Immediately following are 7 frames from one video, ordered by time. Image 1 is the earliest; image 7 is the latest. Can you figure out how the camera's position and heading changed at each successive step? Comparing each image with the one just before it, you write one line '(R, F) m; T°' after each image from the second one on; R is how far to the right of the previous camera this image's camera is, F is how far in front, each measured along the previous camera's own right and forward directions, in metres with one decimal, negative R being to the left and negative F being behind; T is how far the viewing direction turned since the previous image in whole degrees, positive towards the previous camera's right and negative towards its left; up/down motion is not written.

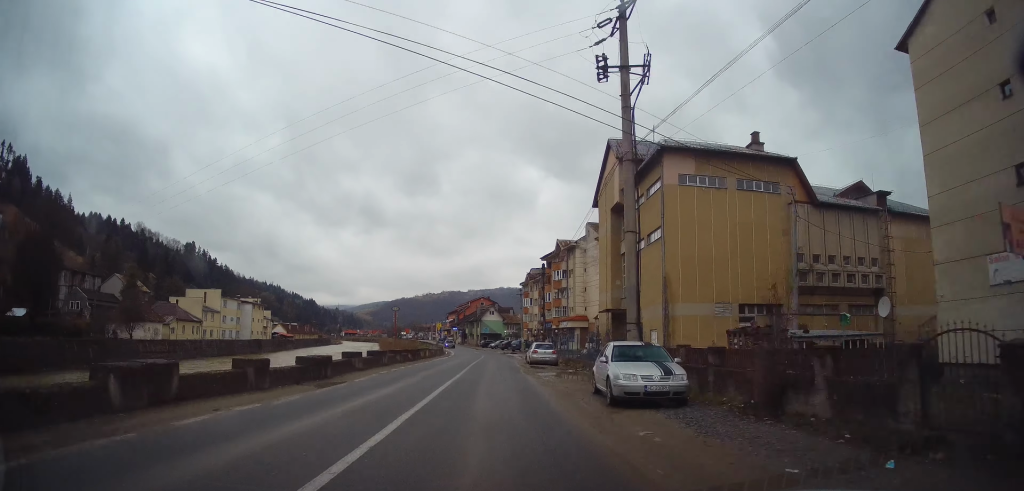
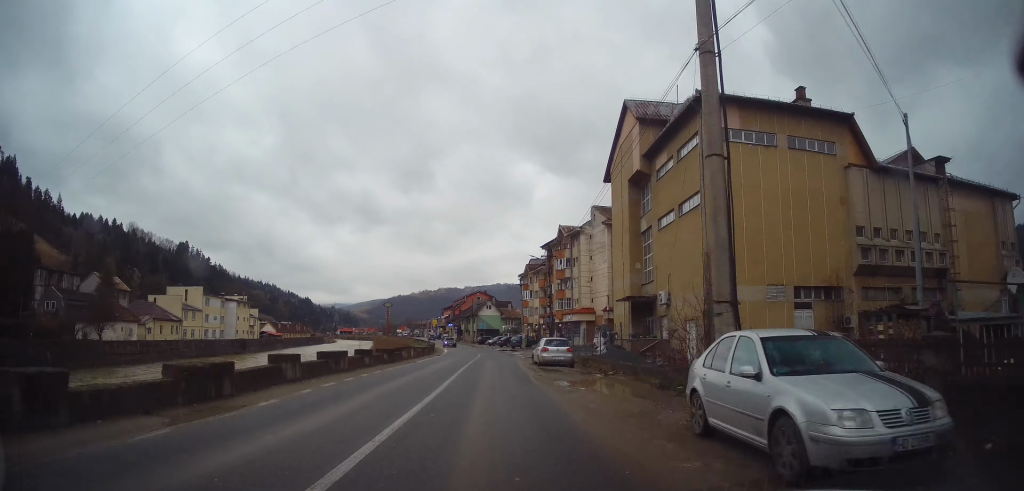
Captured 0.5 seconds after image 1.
(+0.3, +7.4) m; 0°
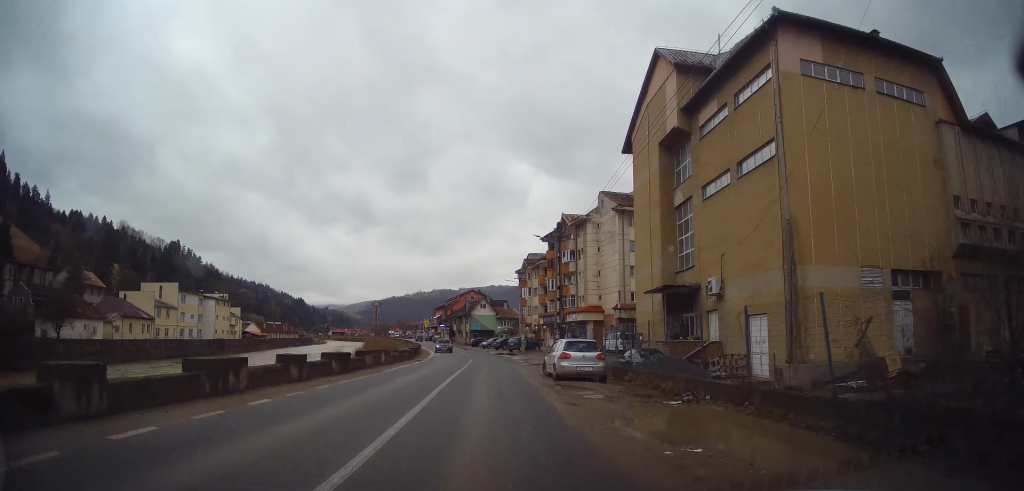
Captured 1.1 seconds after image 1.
(-0.1, +8.5) m; 0°
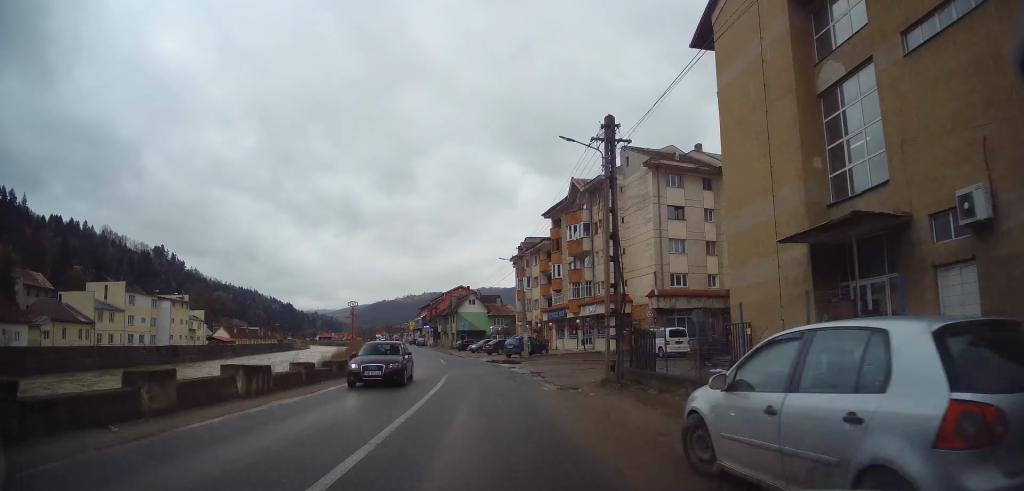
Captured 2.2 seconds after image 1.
(+0.1, +15.9) m; +1°
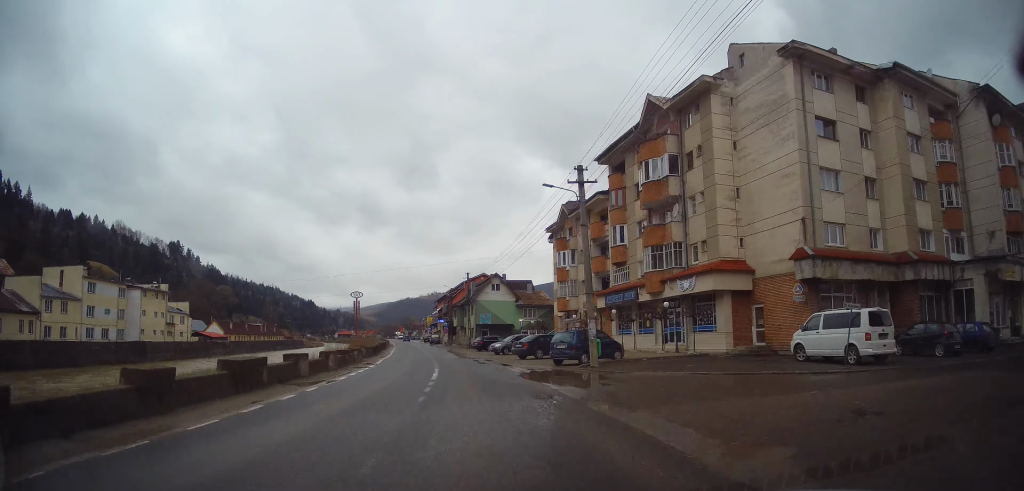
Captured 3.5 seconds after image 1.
(-0.2, +18.6) m; -2°
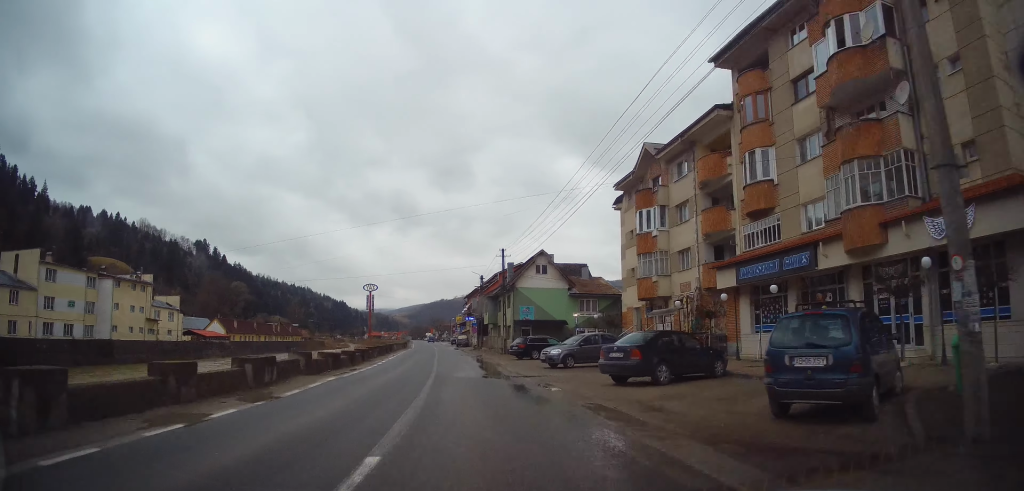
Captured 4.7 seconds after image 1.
(-0.2, +17.3) m; -4°
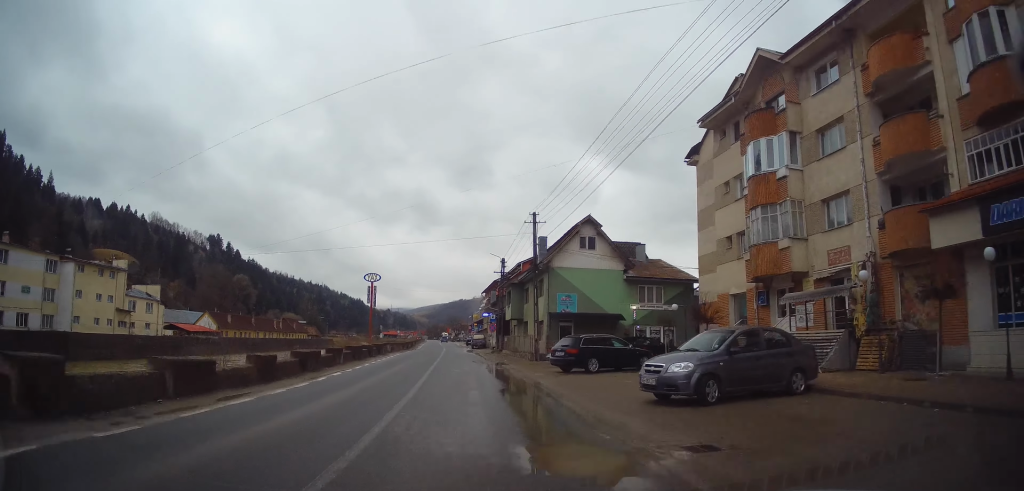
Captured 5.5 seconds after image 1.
(-0.8, +13.0) m; -2°
